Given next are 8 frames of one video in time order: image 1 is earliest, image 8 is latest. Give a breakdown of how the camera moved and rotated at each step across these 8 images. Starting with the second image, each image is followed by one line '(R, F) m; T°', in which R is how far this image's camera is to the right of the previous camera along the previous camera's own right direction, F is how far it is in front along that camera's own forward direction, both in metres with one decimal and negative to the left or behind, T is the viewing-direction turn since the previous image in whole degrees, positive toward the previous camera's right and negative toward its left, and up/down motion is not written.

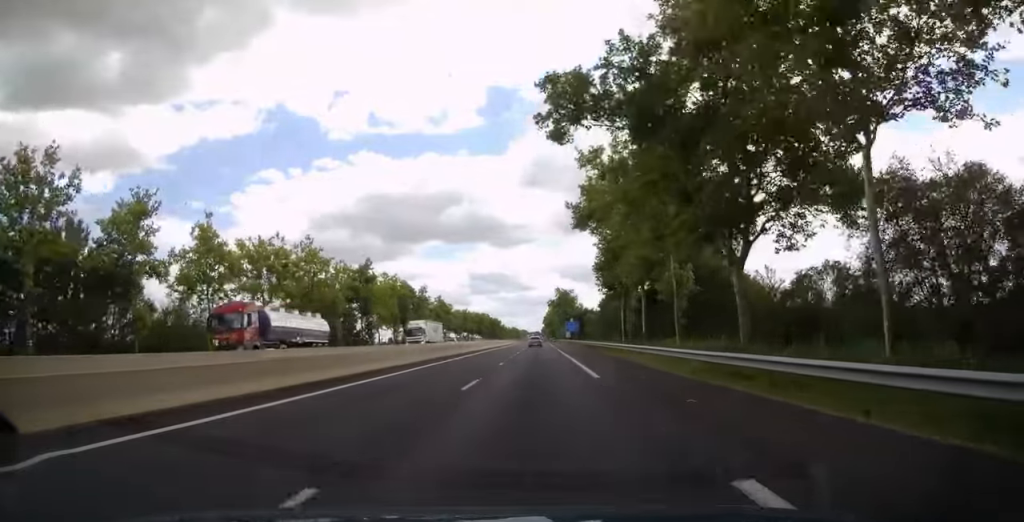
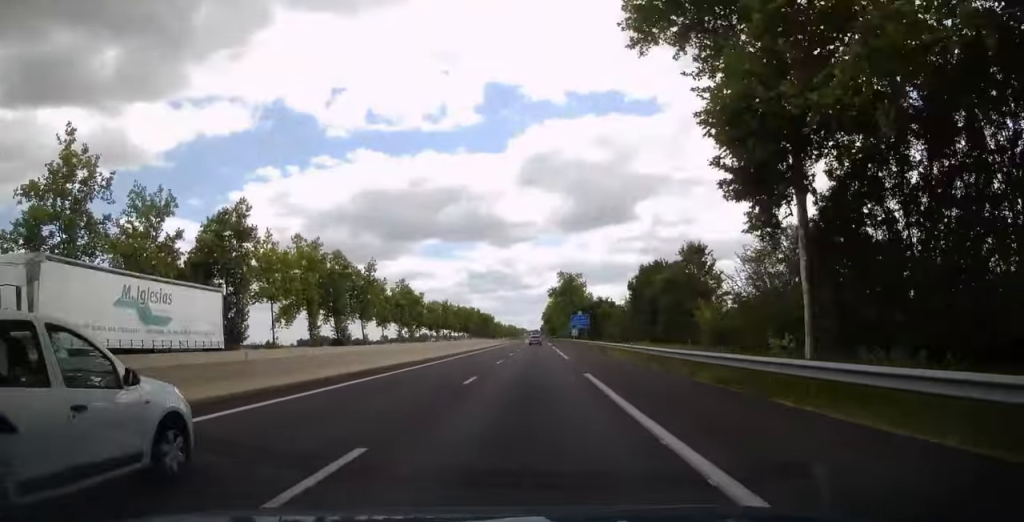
(+0.1, +37.1) m; 0°
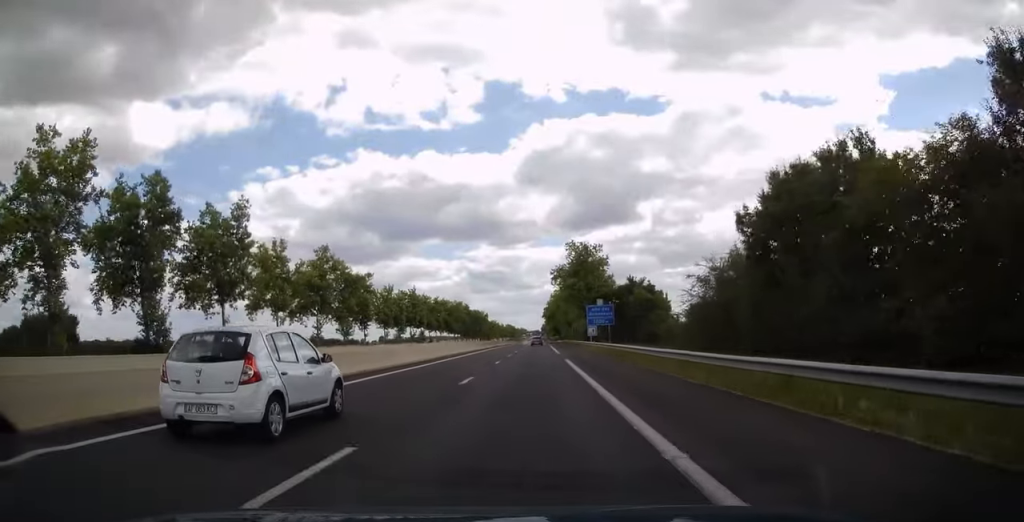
(-0.1, +39.3) m; 0°
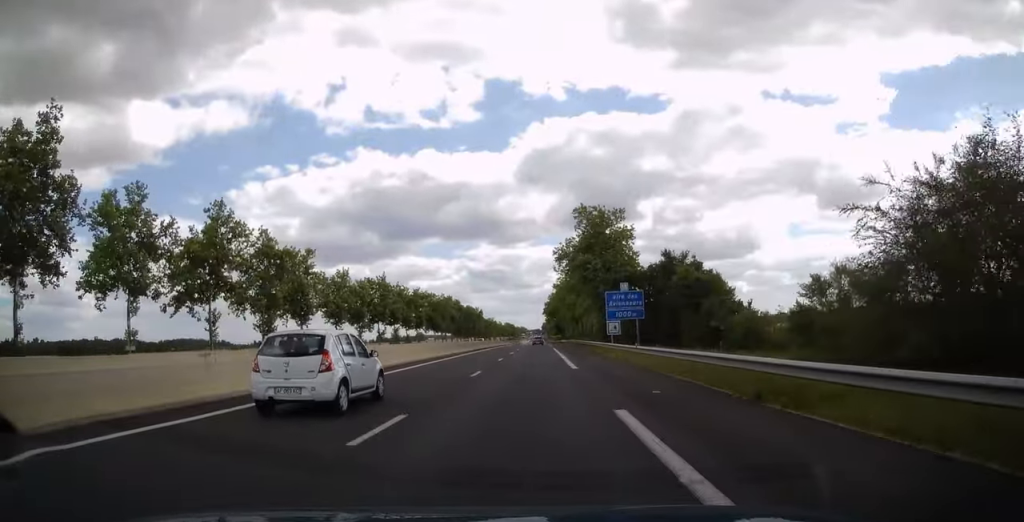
(-0.1, +23.1) m; 0°
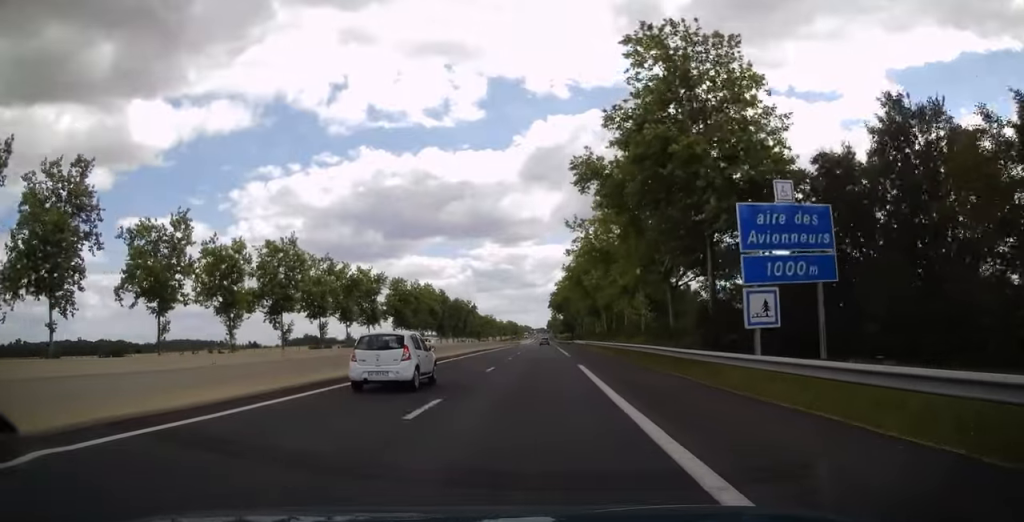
(0.0, +36.9) m; 0°
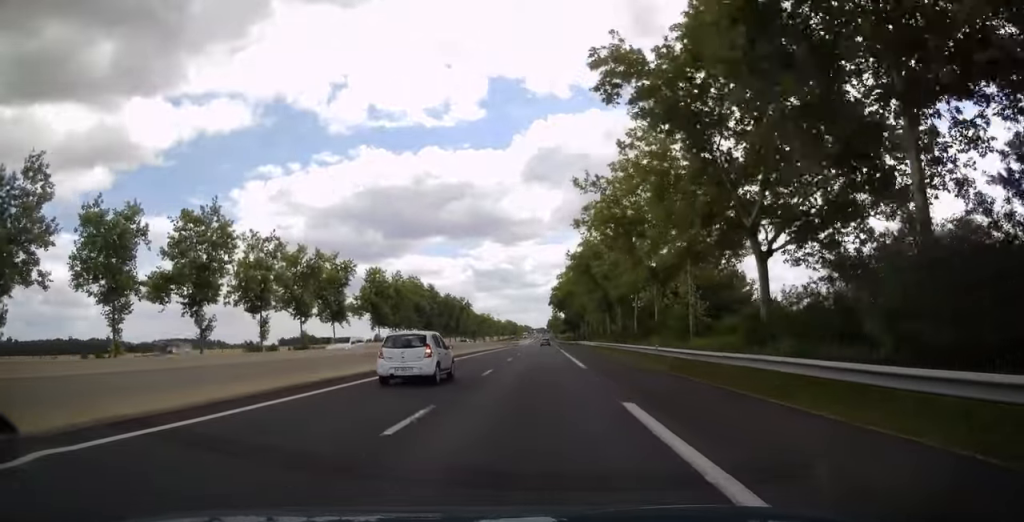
(0.0, +14.8) m; 0°
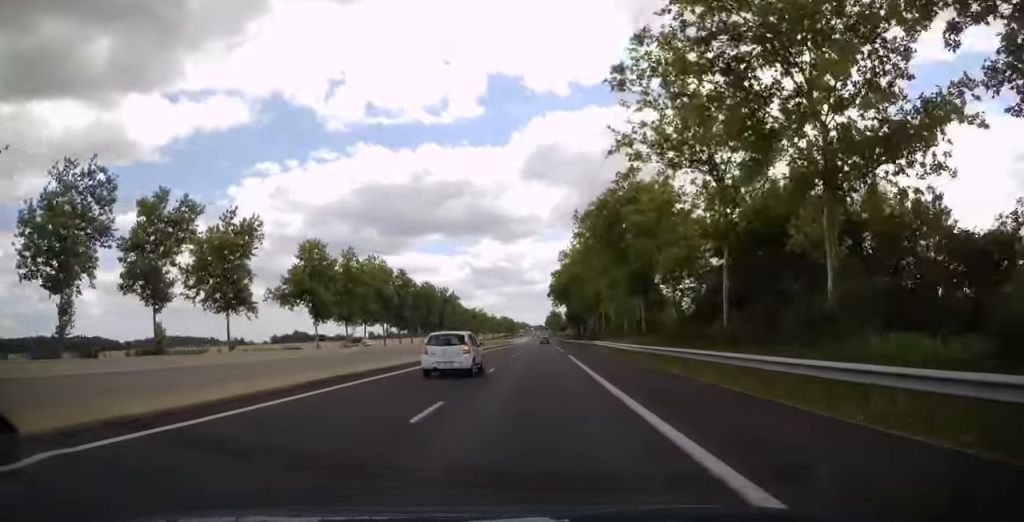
(0.0, +25.1) m; 0°
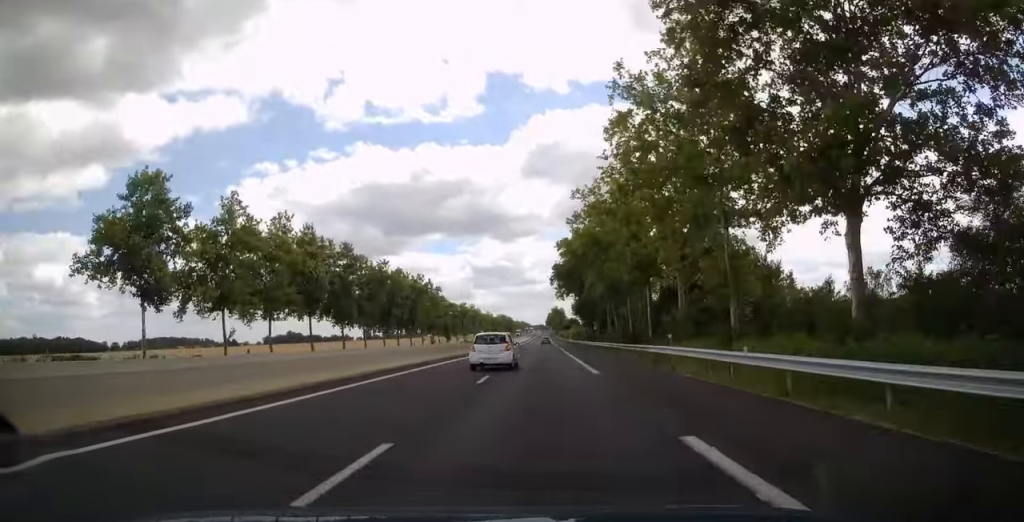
(+0.1, +31.0) m; 0°
